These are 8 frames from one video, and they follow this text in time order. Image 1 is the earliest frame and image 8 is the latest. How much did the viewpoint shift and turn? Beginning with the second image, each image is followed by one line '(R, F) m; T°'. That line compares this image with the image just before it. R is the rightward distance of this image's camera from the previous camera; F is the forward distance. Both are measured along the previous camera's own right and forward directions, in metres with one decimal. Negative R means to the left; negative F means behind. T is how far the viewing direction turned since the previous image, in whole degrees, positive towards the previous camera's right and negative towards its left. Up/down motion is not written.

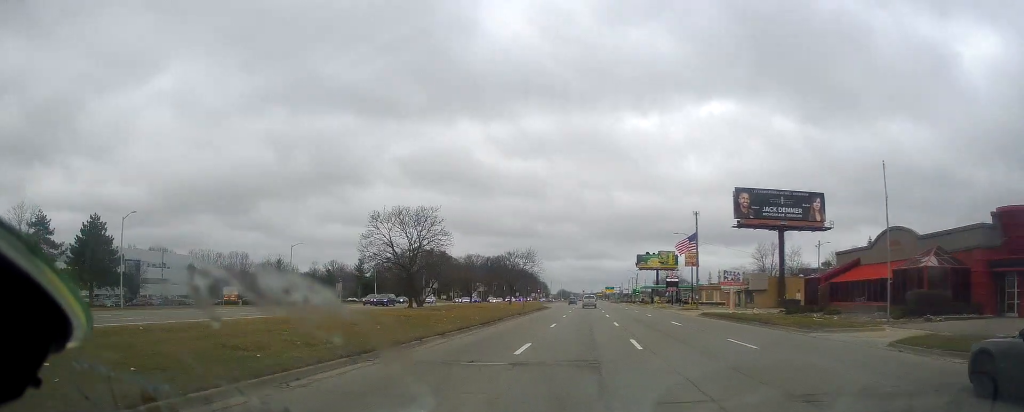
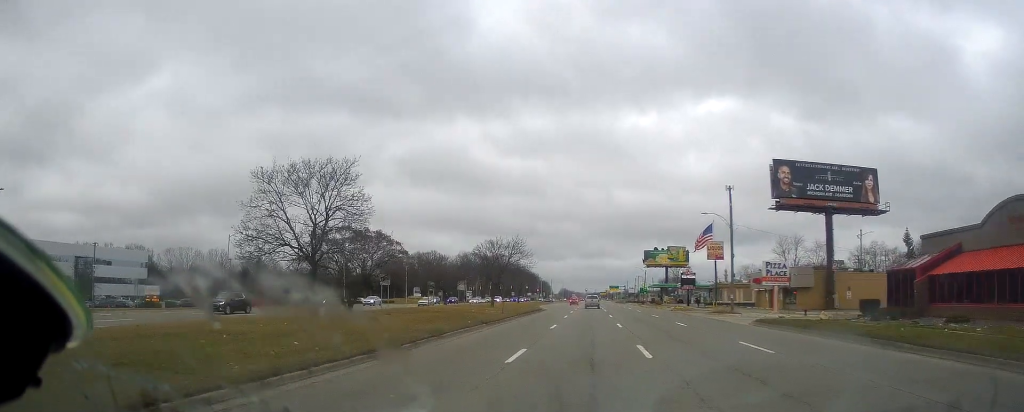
(0.0, +17.5) m; +1°
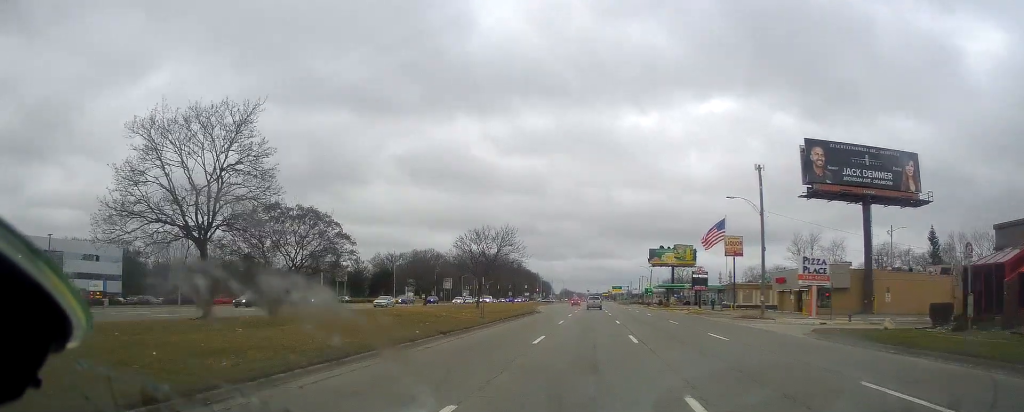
(+0.1, +10.0) m; +1°
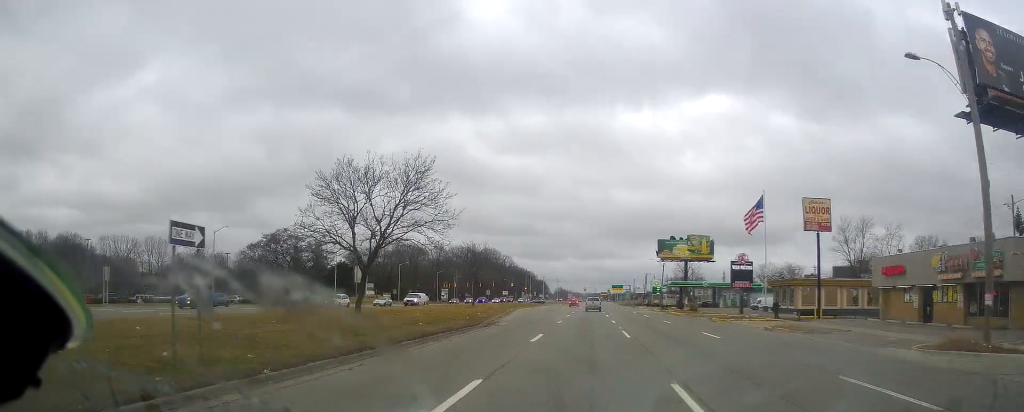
(0.0, +29.9) m; 0°
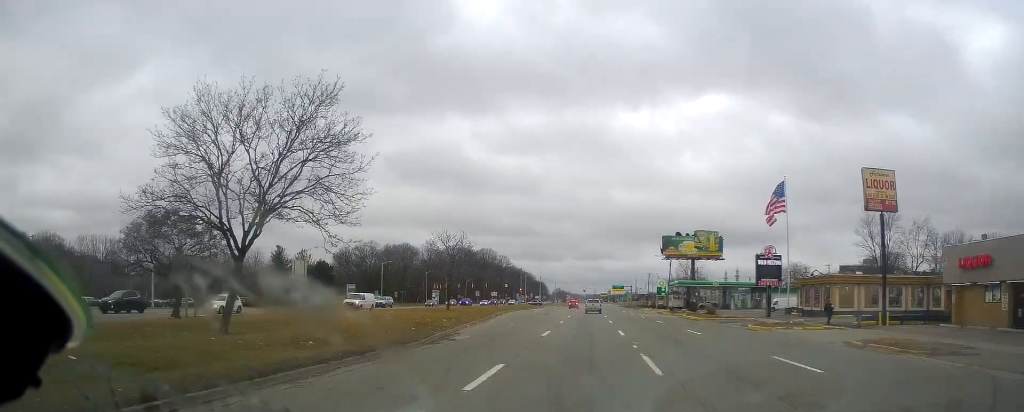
(0.0, +11.2) m; 0°
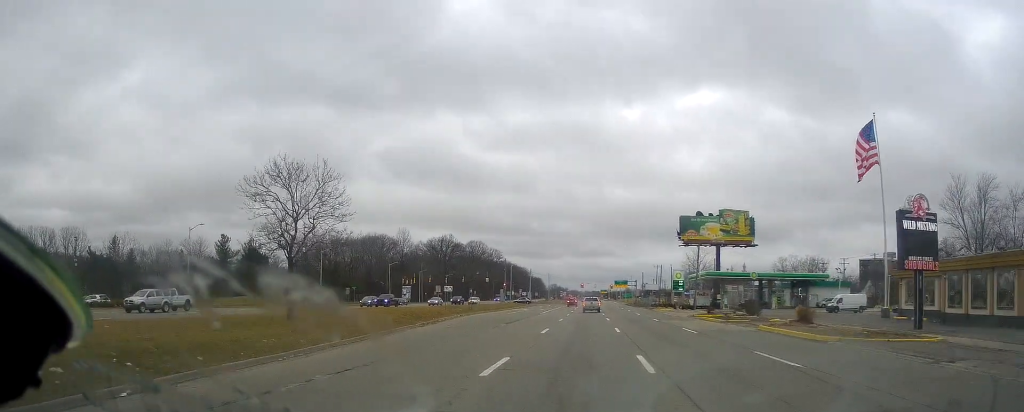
(-0.6, +28.9) m; -1°
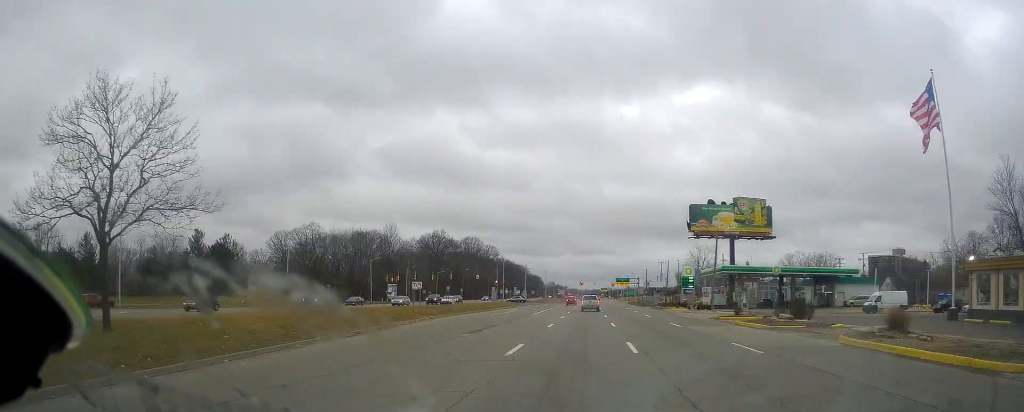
(+0.1, +11.5) m; +1°
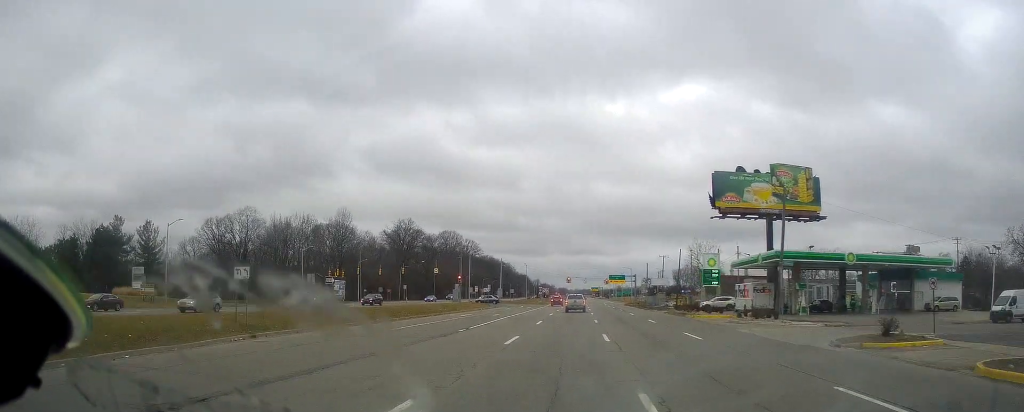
(+0.5, +26.6) m; +1°
